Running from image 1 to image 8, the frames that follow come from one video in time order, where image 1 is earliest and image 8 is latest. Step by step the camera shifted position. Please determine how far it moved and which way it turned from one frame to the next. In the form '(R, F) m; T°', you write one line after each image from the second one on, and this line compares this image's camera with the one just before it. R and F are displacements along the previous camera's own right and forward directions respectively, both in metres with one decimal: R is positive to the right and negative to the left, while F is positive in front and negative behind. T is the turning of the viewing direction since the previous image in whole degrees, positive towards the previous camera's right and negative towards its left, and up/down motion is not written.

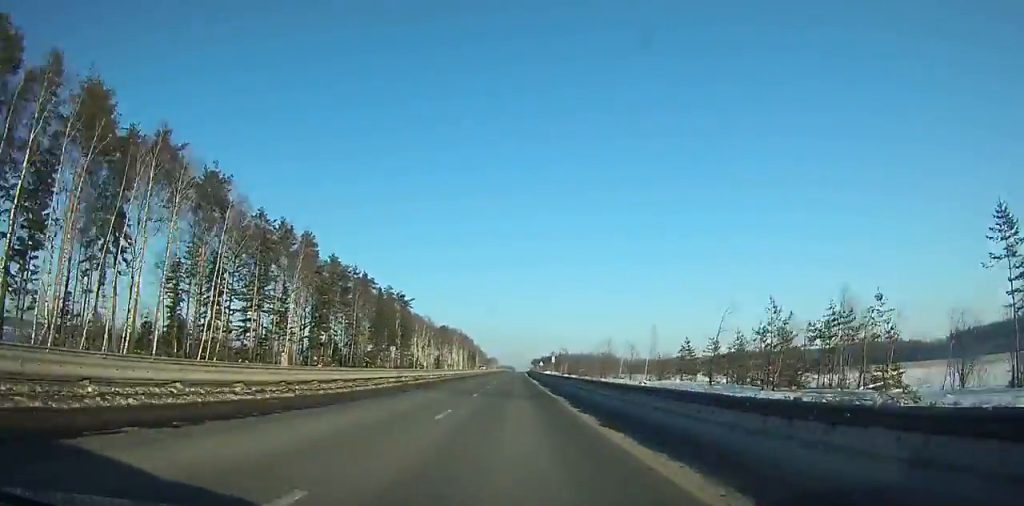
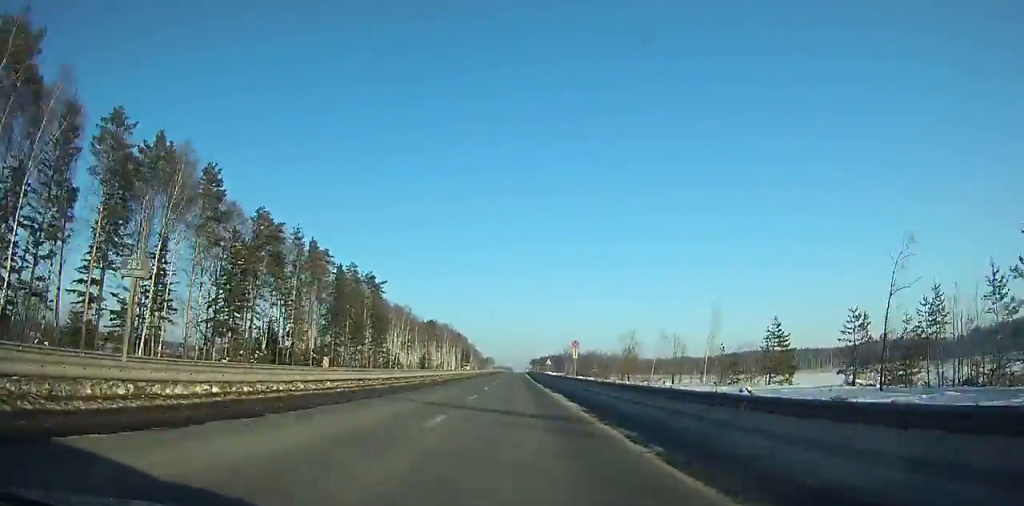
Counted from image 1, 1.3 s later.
(+0.1, +37.0) m; 0°
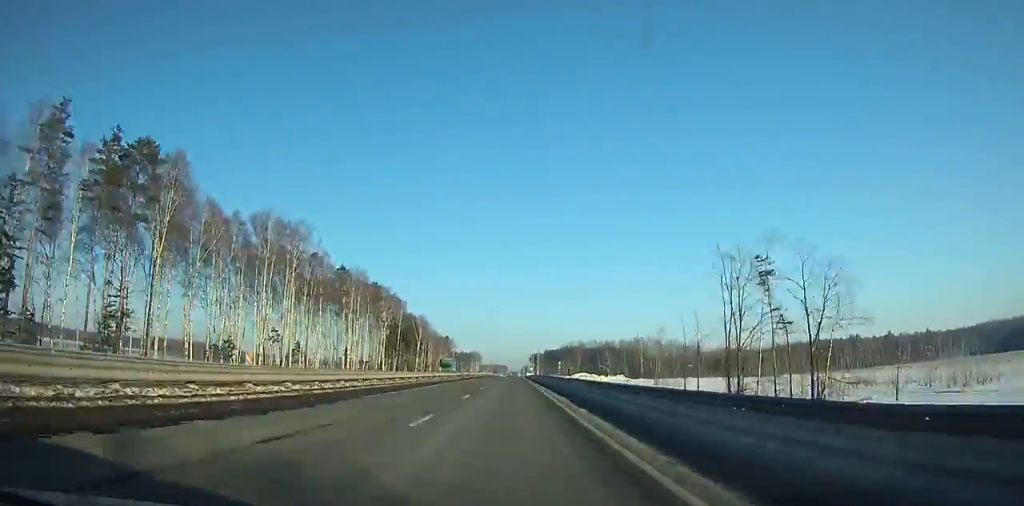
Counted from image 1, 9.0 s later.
(+0.9, +218.0) m; 0°
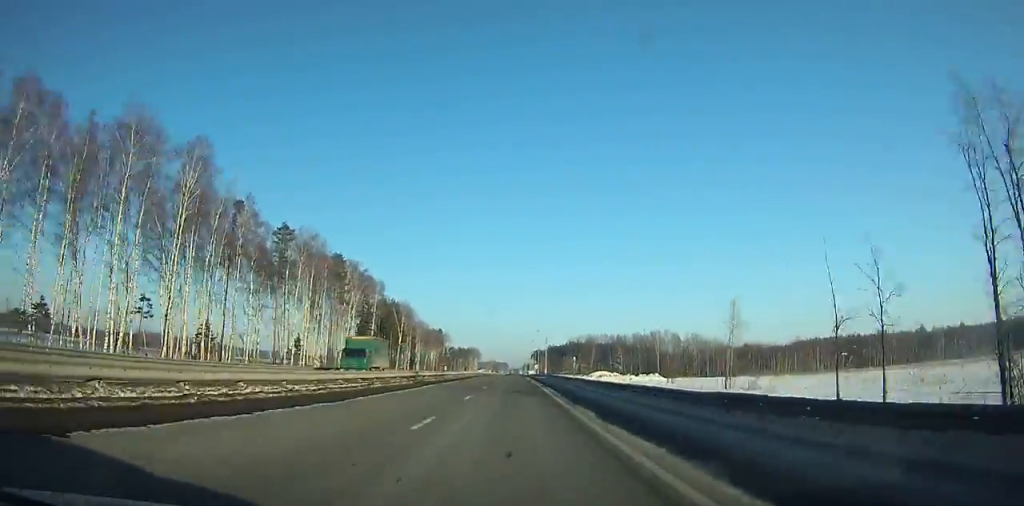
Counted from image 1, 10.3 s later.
(0.0, +36.4) m; 0°
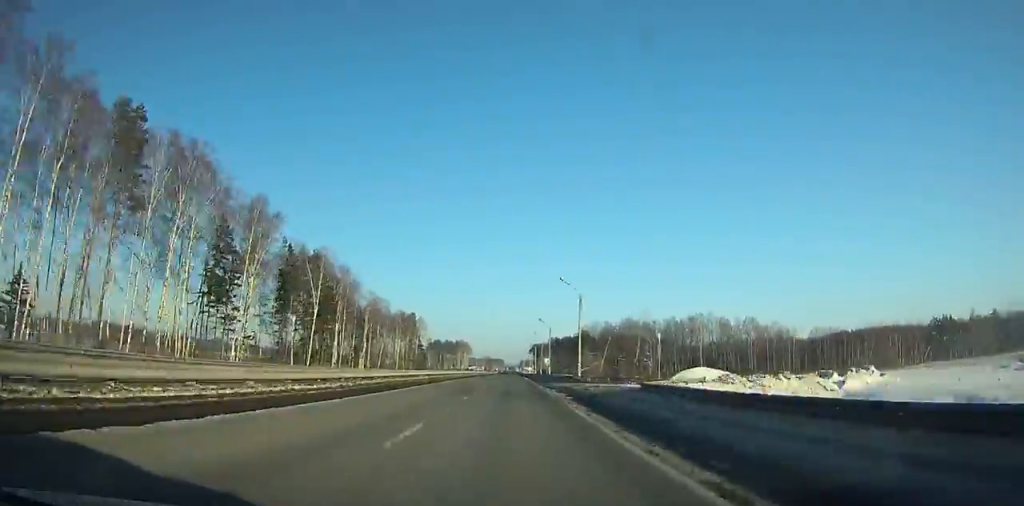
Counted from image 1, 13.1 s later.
(+0.2, +78.4) m; 0°
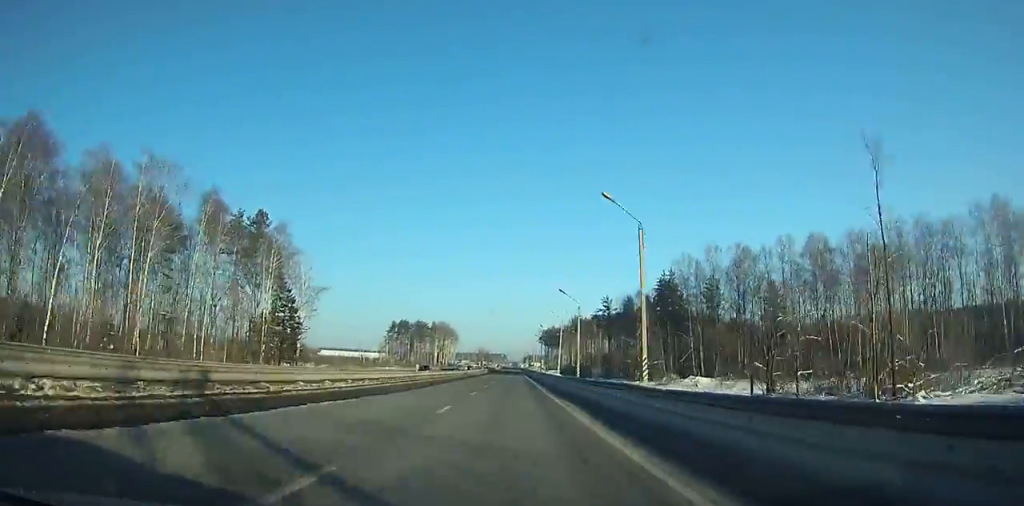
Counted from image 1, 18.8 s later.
(+0.1, +156.9) m; 0°
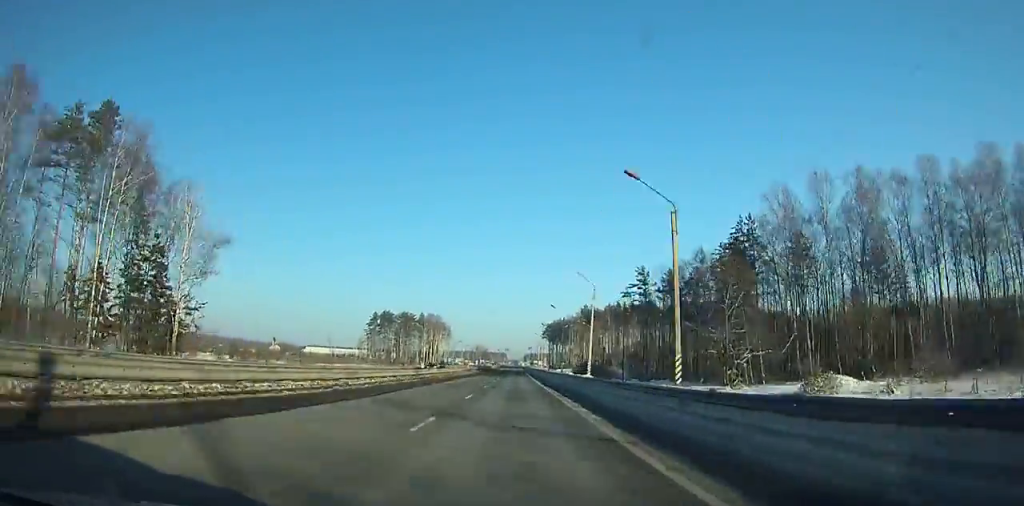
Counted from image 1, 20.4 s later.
(-0.1, +41.2) m; 0°
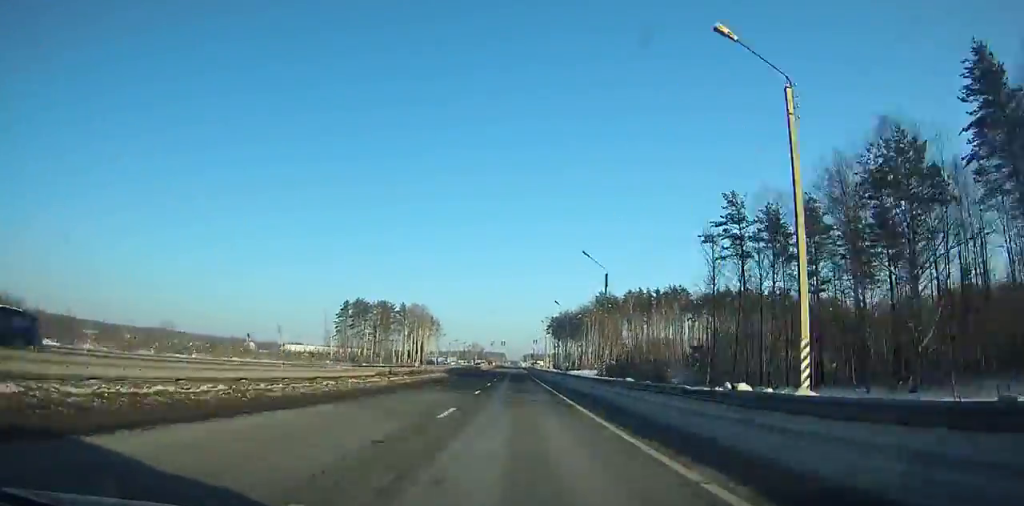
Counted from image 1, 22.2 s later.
(+0.1, +45.6) m; 0°
